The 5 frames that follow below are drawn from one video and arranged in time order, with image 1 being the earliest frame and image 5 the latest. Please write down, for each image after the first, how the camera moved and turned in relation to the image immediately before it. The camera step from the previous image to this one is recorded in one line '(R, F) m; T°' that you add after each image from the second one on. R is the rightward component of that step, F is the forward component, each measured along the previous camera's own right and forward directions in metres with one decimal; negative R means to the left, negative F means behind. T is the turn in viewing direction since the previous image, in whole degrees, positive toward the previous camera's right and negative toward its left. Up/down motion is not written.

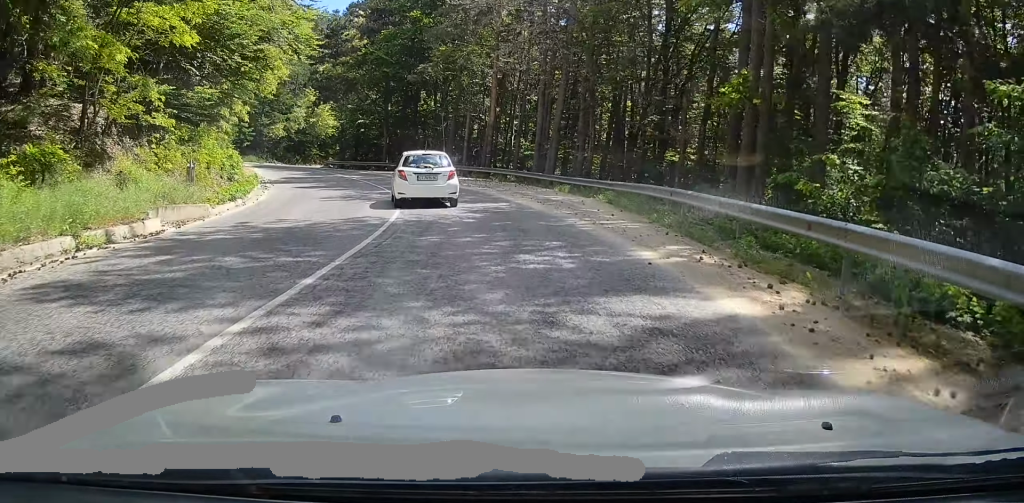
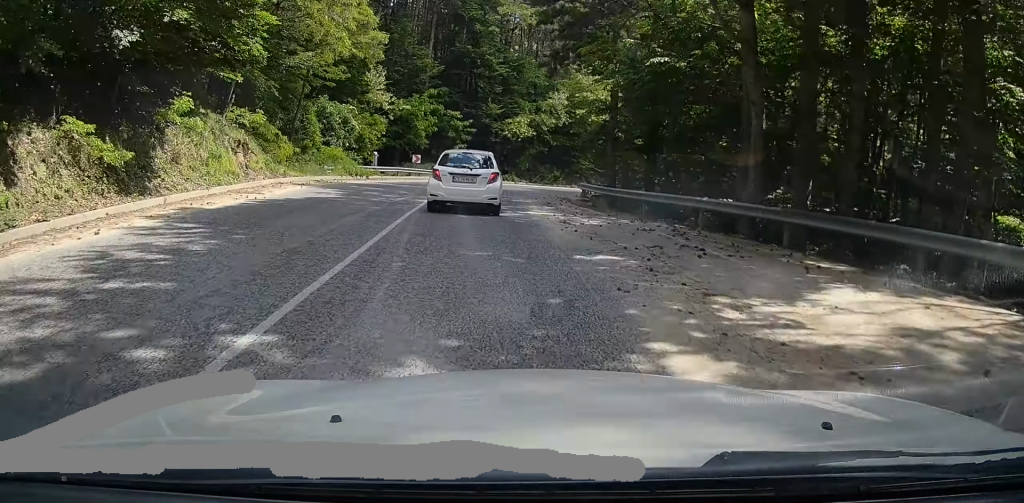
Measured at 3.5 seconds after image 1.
(-5.1, +40.8) m; -17°
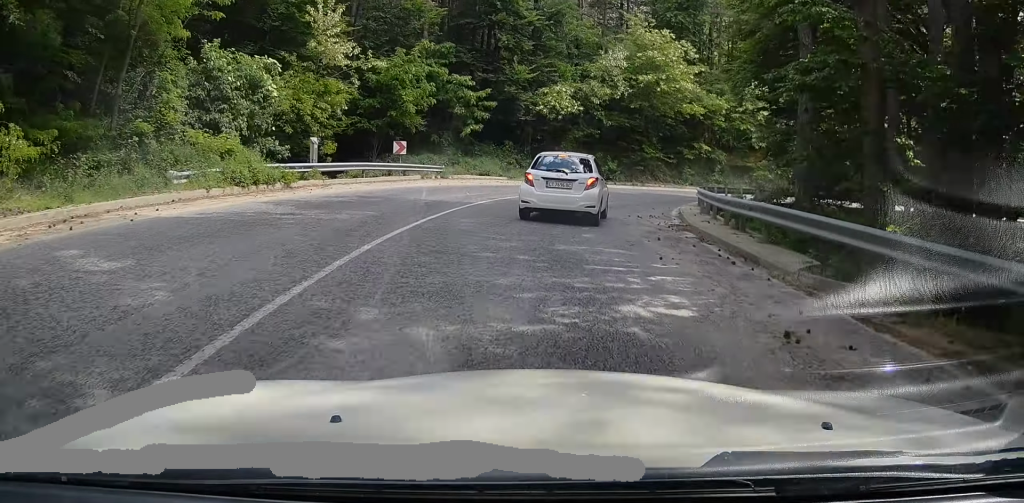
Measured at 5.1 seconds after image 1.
(-0.7, +18.4) m; -3°
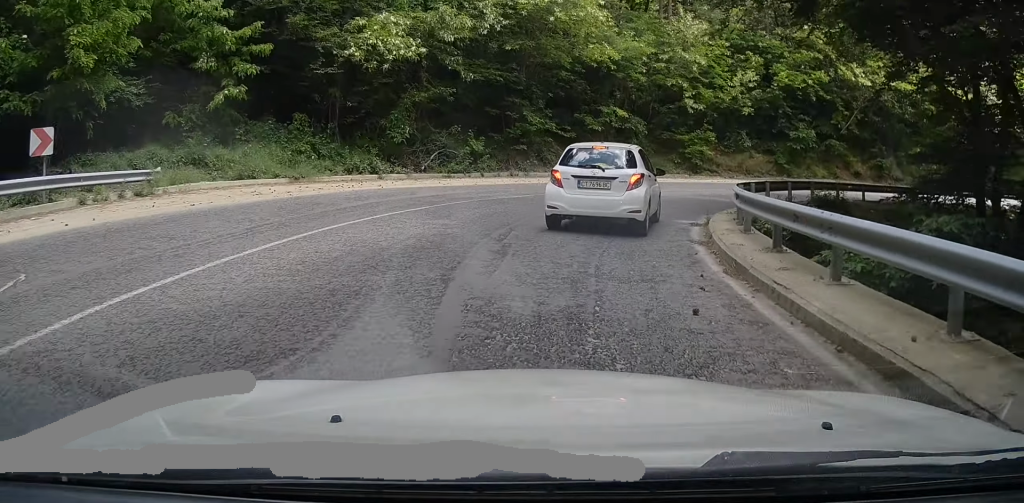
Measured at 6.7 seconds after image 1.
(+0.3, +17.3) m; +8°
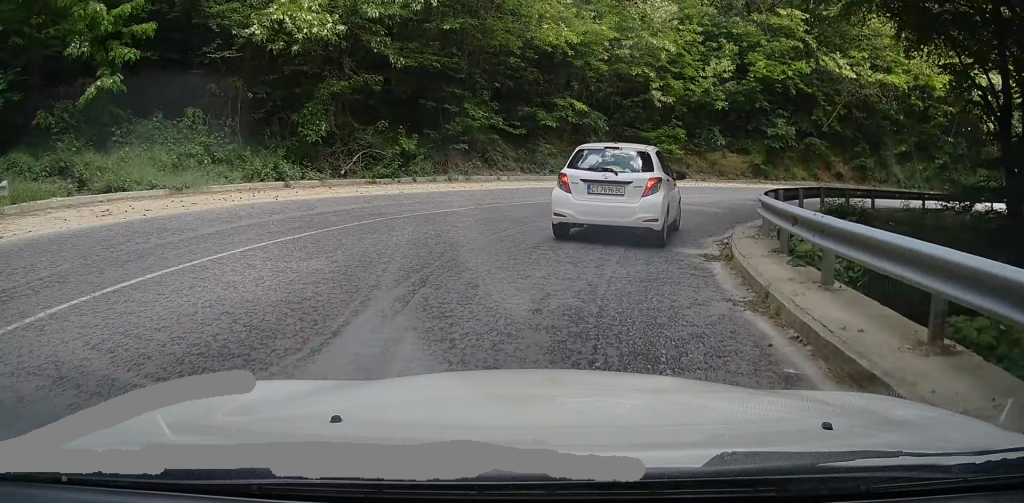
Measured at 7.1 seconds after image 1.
(+0.2, +4.3) m; +5°
